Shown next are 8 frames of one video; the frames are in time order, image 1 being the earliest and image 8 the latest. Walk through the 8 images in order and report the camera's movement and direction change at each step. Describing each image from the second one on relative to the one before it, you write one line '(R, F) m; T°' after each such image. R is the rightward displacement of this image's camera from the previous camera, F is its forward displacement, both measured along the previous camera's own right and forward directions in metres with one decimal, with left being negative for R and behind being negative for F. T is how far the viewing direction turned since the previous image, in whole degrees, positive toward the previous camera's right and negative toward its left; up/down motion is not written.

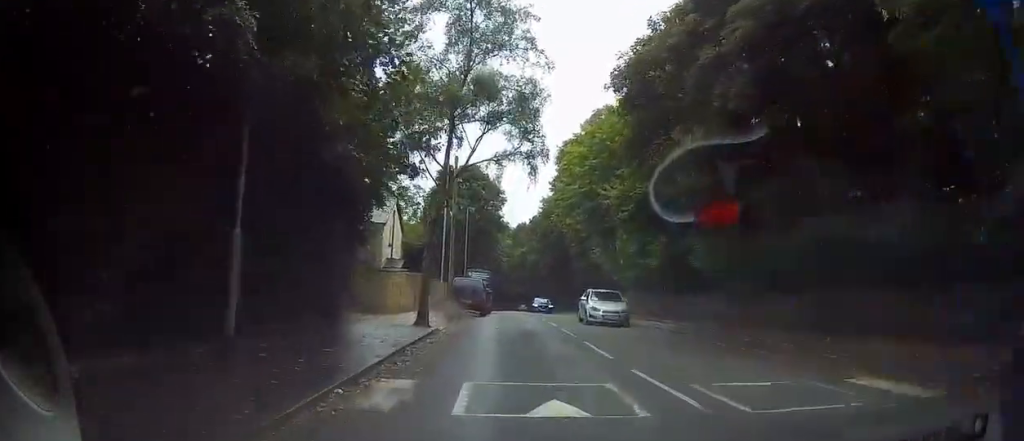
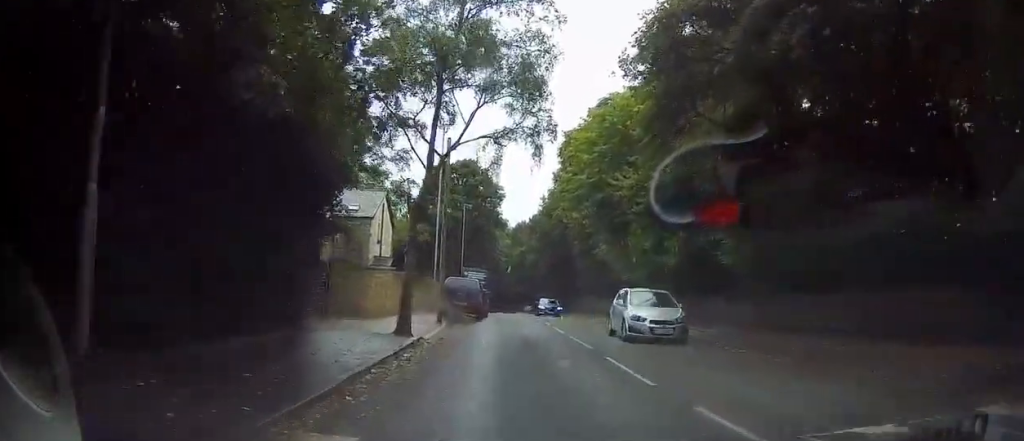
(-0.1, +3.7) m; -1°
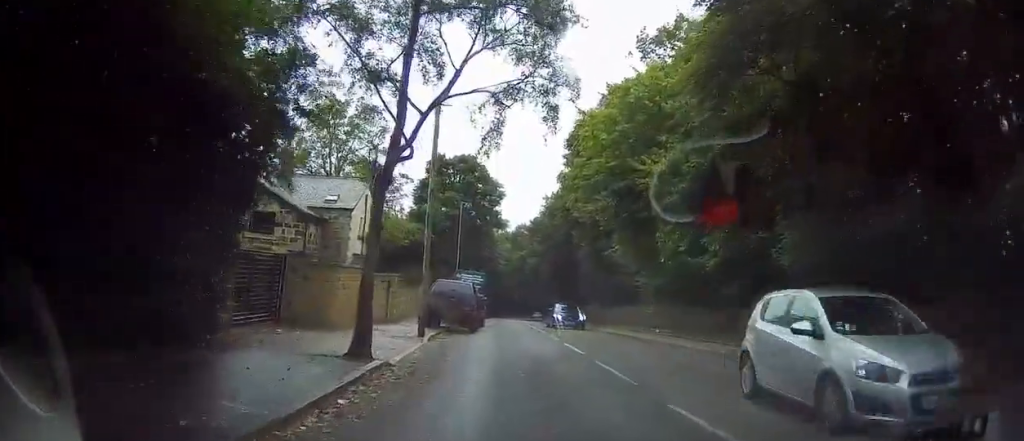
(-0.1, +5.2) m; 0°
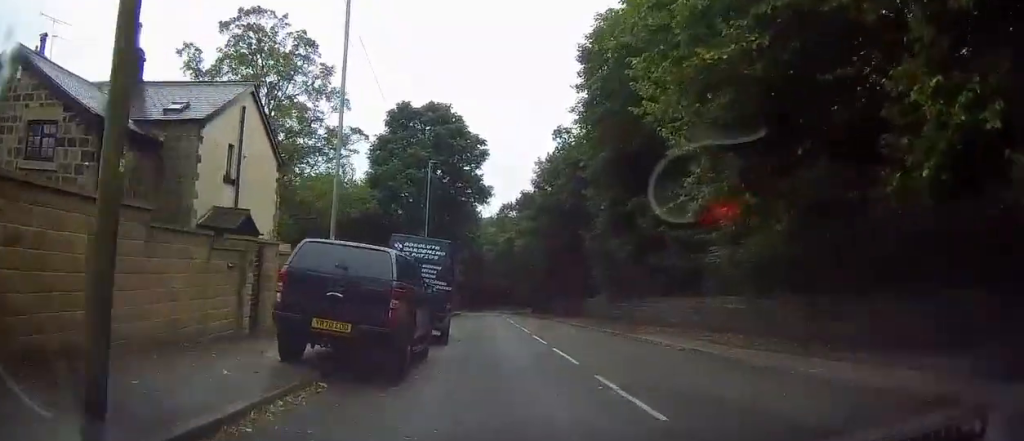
(+0.6, +15.2) m; +3°
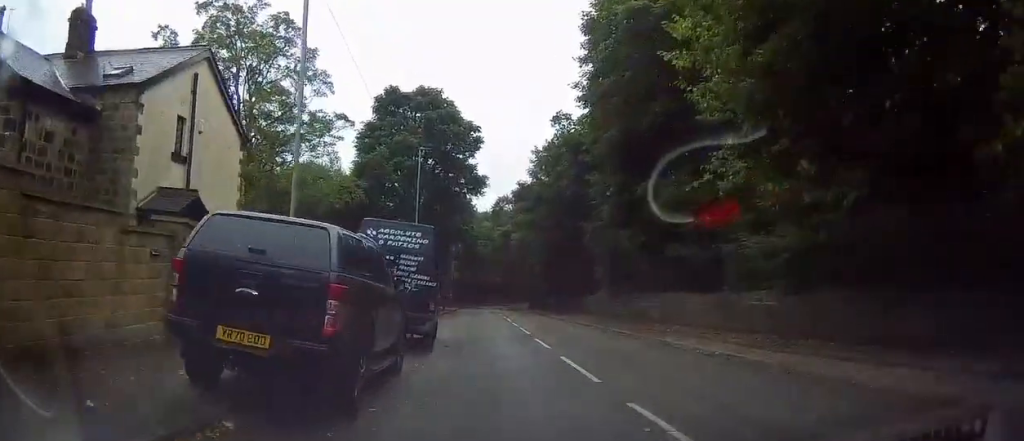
(-0.1, +3.0) m; 0°
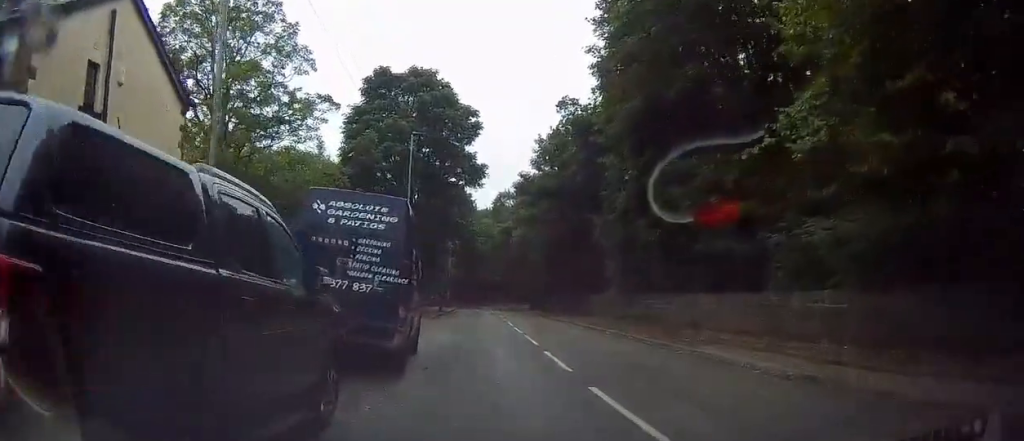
(+0.1, +4.2) m; +1°
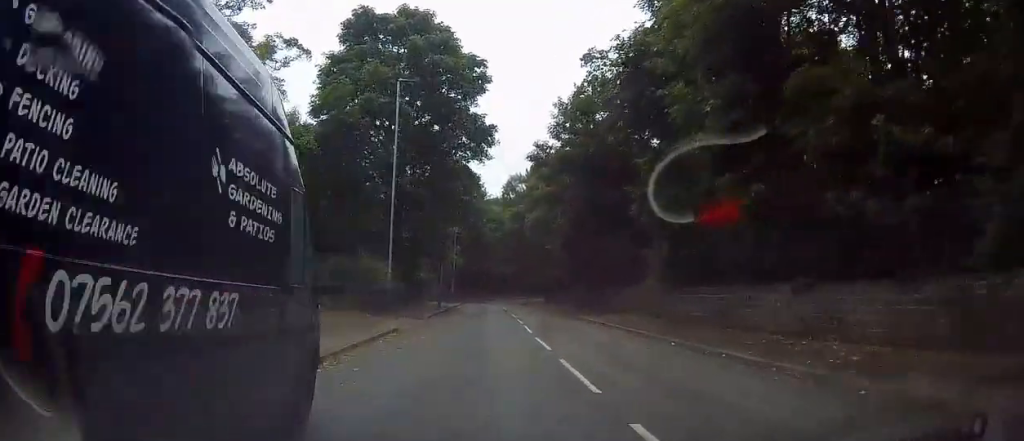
(0.0, +8.8) m; +2°
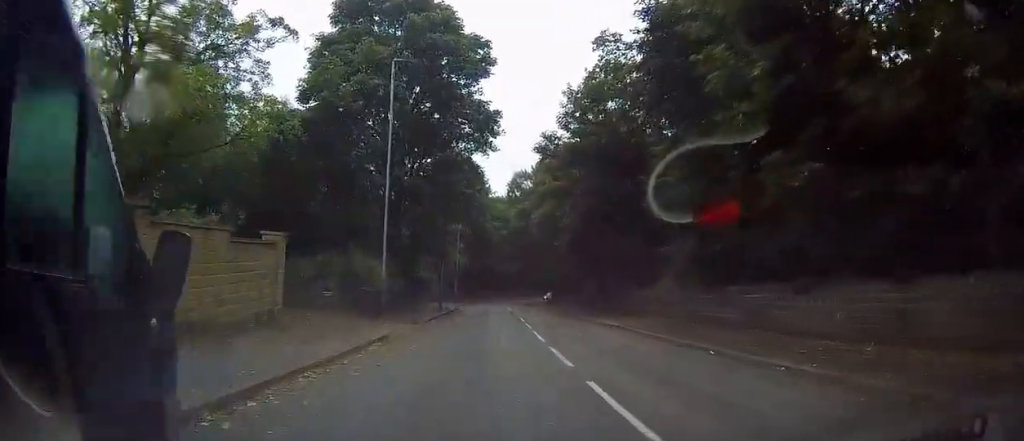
(+0.1, +2.8) m; 0°
